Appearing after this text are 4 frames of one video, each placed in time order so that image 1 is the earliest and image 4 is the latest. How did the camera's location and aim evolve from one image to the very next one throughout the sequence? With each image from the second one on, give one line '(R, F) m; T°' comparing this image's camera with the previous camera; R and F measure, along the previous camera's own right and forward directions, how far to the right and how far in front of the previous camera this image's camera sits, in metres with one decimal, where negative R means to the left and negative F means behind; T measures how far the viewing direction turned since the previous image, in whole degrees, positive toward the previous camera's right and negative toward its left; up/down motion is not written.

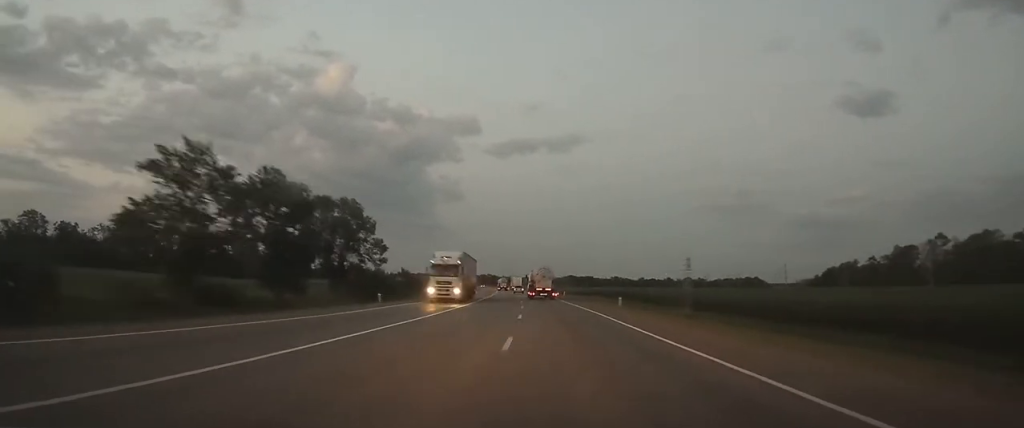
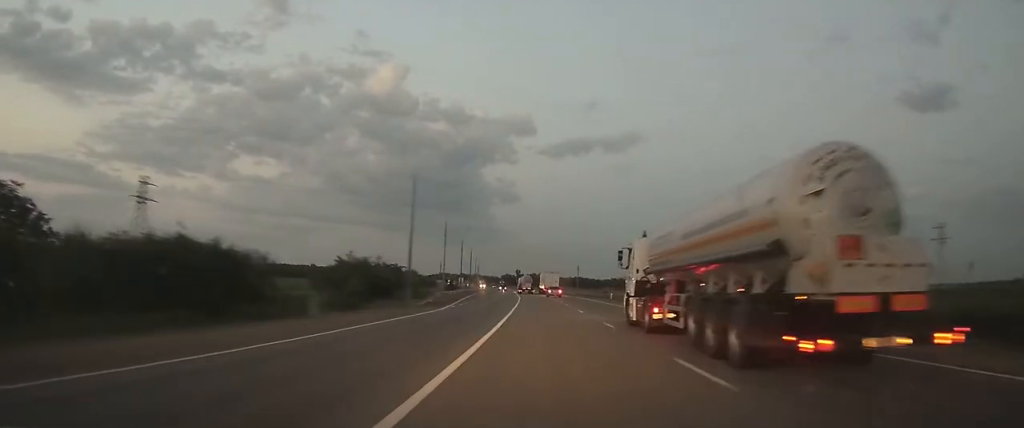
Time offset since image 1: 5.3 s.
(-11.0, +171.6) m; -5°
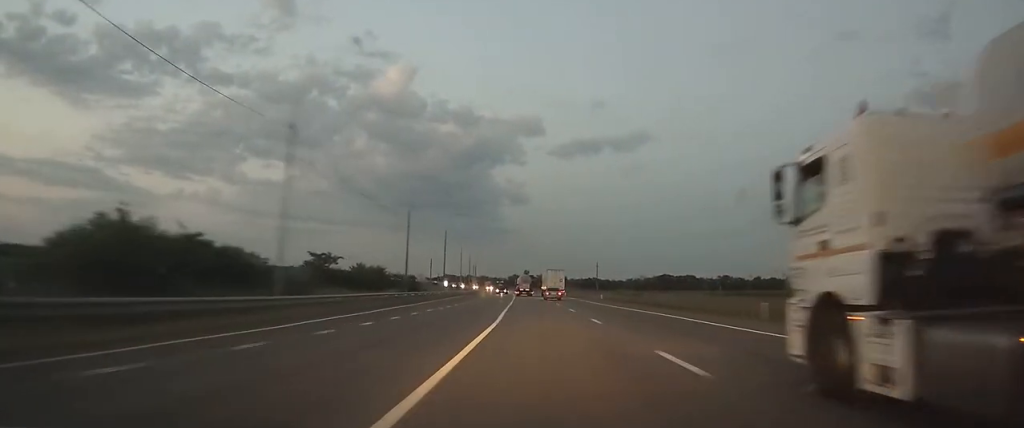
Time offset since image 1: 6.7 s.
(-0.1, +46.8) m; -1°
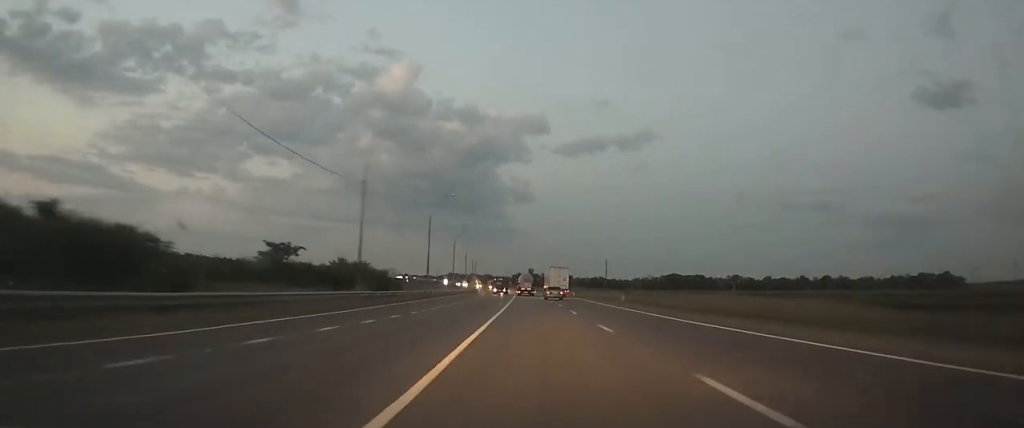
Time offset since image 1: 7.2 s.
(-0.1, +15.5) m; 0°
